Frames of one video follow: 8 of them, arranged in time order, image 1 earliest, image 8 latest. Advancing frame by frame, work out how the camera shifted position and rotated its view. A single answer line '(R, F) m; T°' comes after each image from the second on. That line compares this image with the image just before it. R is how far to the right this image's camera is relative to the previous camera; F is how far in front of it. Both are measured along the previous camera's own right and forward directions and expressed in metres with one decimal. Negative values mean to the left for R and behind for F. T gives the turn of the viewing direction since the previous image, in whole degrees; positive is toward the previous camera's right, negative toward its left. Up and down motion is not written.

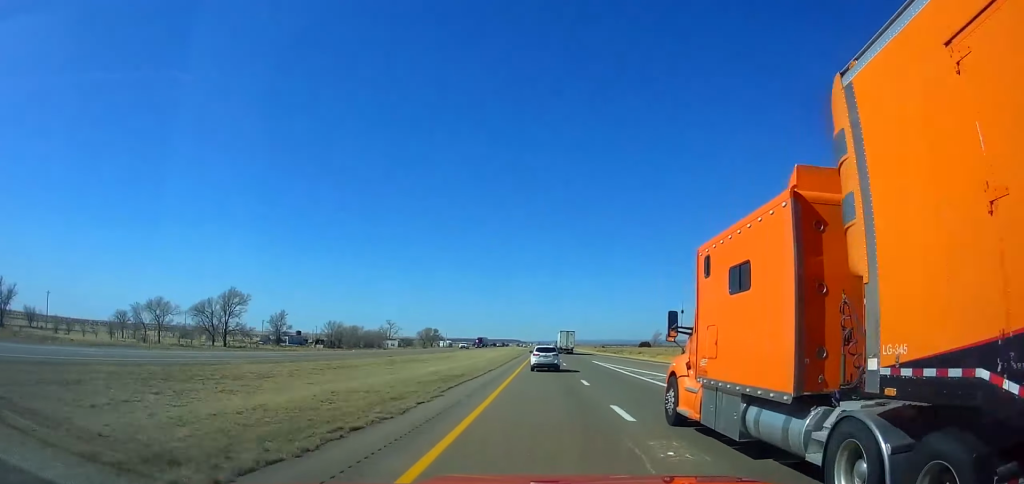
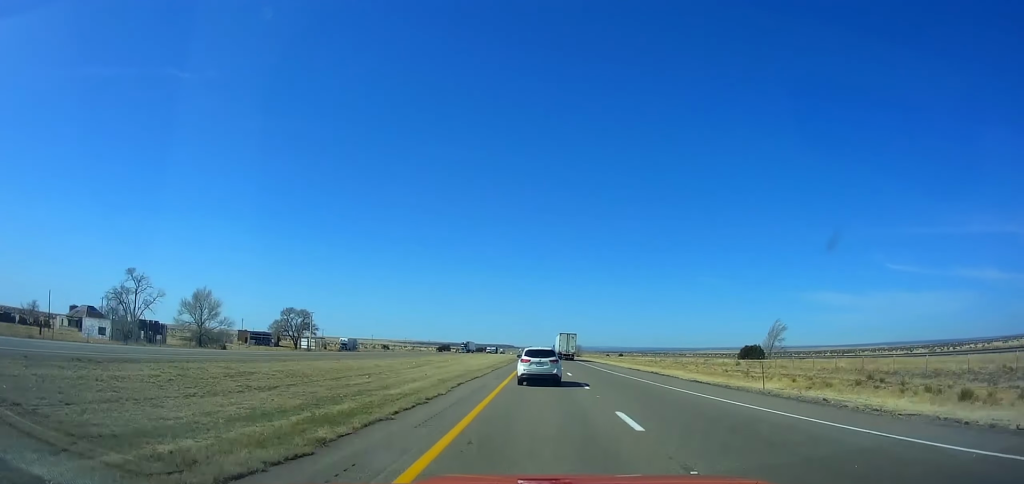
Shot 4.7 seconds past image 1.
(-0.4, +171.0) m; 0°
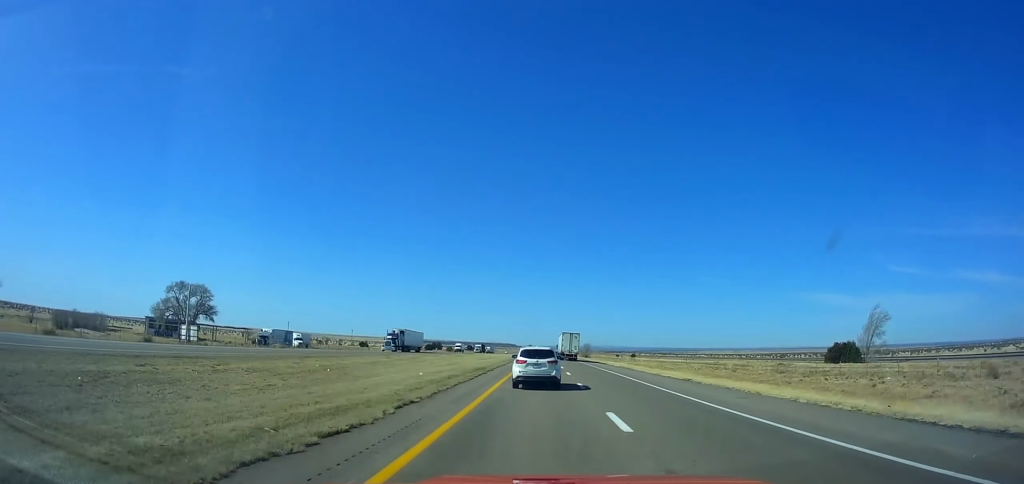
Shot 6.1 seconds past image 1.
(+0.1, +49.5) m; 0°
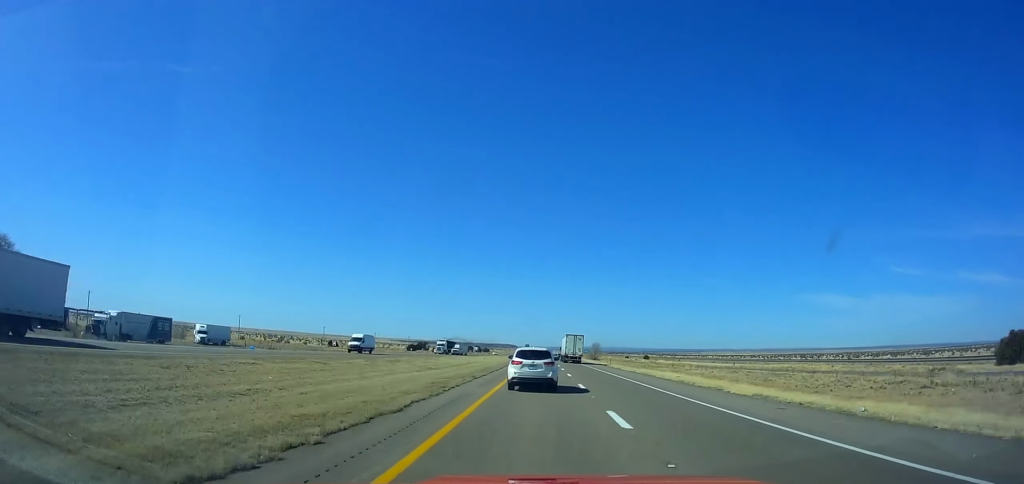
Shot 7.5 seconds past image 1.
(+0.1, +49.0) m; 0°
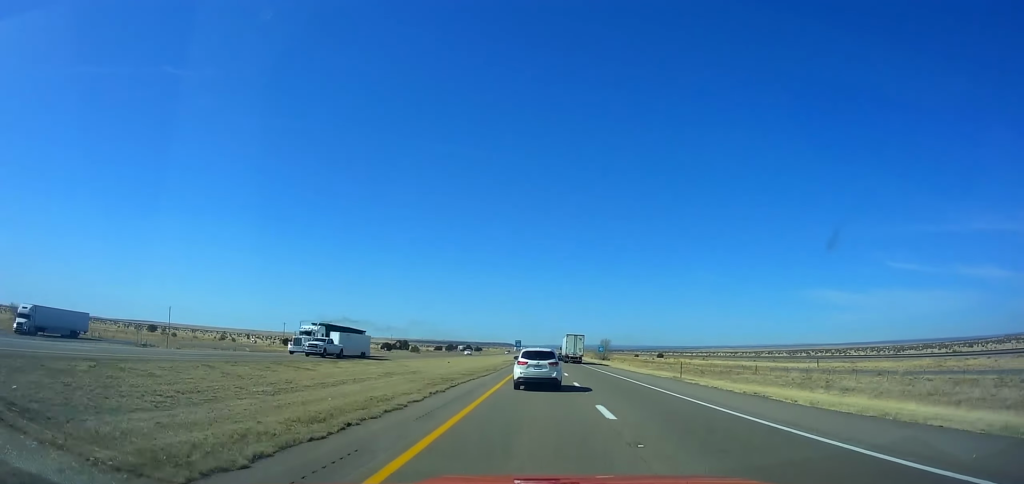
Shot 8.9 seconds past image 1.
(+0.1, +48.5) m; 0°
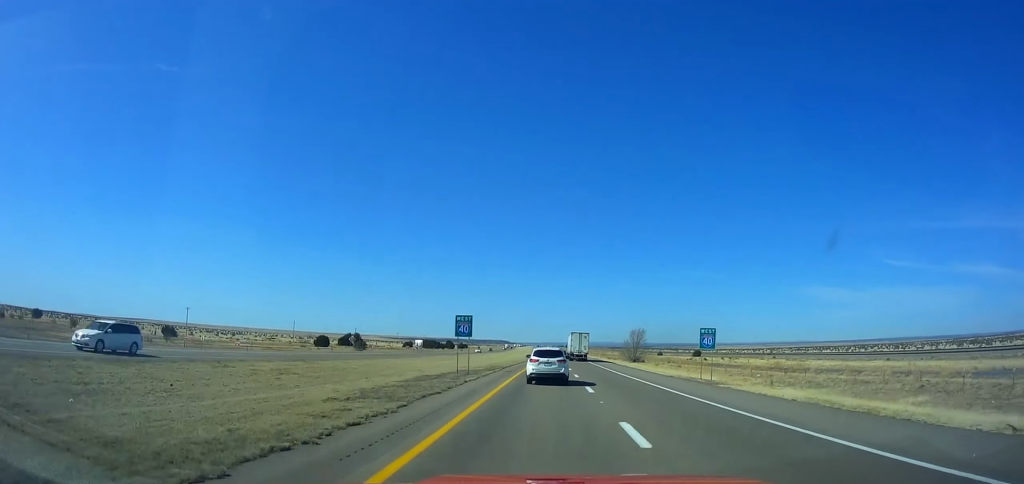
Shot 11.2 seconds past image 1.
(+0.2, +79.2) m; 0°
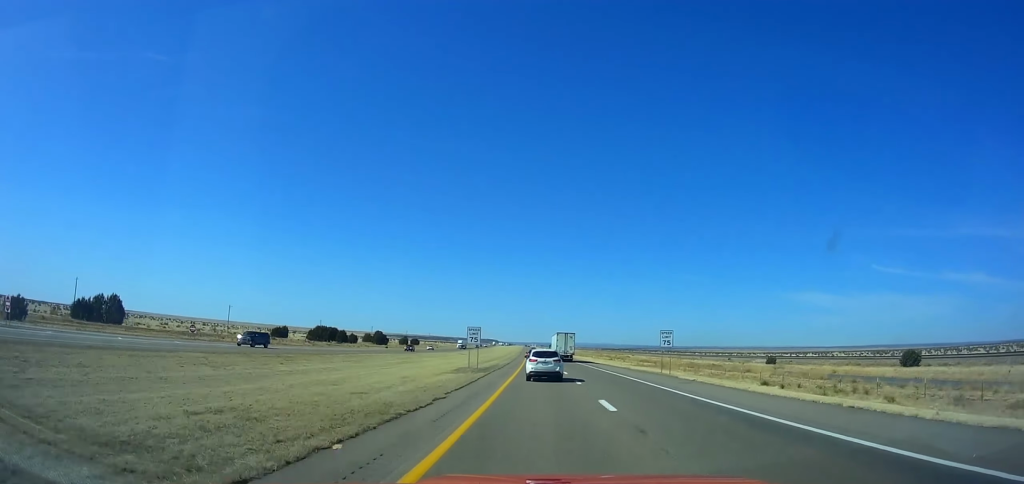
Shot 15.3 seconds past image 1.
(+1.0, +142.2) m; 0°
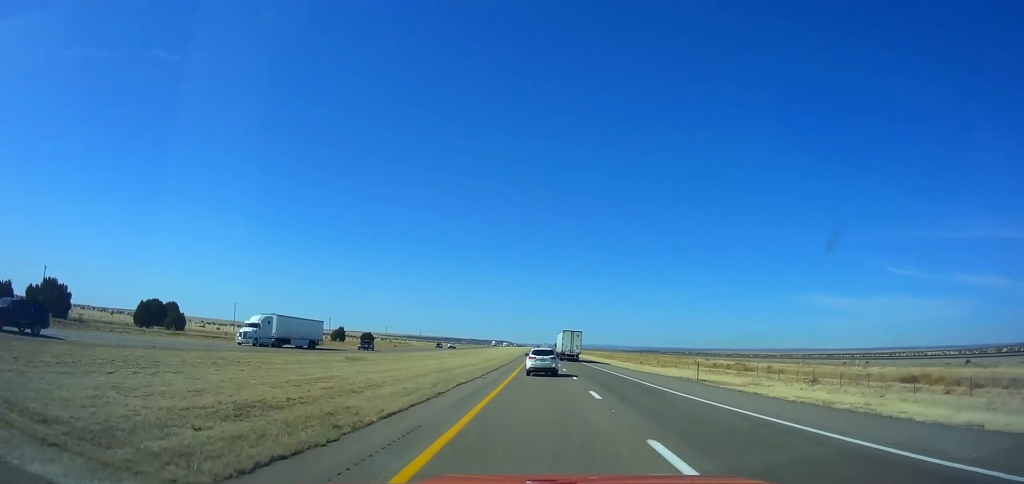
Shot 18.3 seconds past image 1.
(0.0, +106.6) m; -1°
